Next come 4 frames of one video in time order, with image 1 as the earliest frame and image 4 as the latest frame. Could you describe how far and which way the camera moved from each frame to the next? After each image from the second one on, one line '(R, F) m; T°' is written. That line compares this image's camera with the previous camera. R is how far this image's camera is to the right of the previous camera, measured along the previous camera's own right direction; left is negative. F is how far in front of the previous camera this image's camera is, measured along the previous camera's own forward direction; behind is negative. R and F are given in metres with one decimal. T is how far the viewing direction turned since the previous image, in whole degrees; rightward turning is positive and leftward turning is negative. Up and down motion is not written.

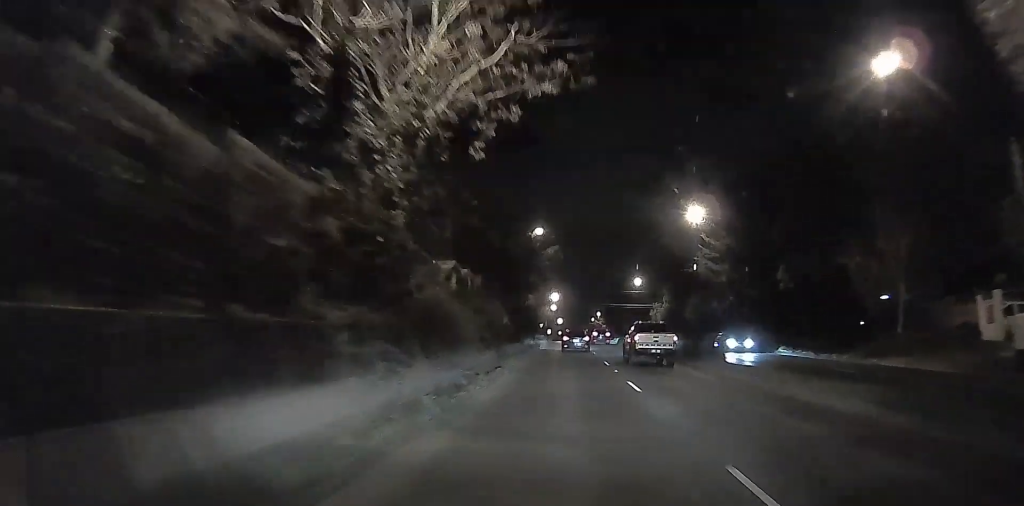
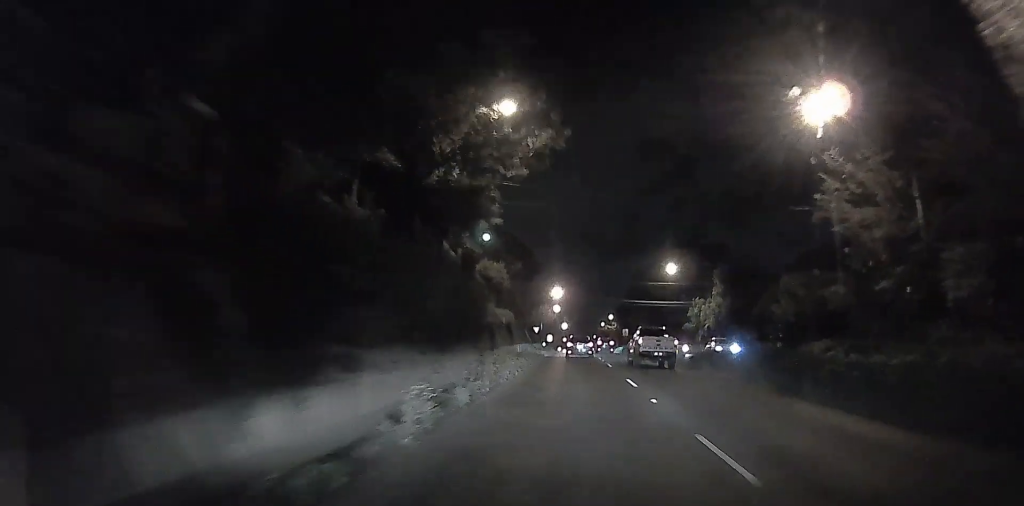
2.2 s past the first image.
(0.0, +33.5) m; +5°
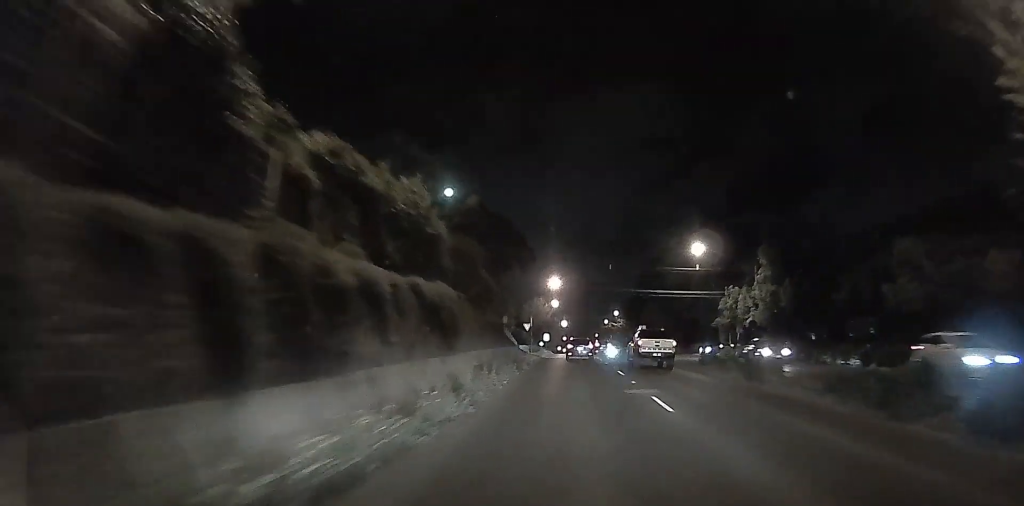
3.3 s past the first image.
(+0.2, +18.2) m; -2°
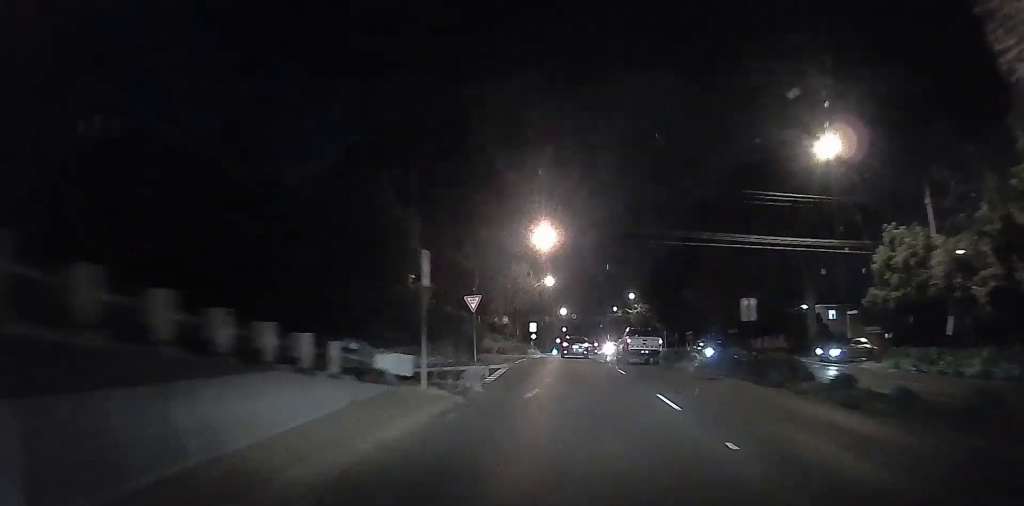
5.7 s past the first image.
(-2.9, +36.3) m; -4°
